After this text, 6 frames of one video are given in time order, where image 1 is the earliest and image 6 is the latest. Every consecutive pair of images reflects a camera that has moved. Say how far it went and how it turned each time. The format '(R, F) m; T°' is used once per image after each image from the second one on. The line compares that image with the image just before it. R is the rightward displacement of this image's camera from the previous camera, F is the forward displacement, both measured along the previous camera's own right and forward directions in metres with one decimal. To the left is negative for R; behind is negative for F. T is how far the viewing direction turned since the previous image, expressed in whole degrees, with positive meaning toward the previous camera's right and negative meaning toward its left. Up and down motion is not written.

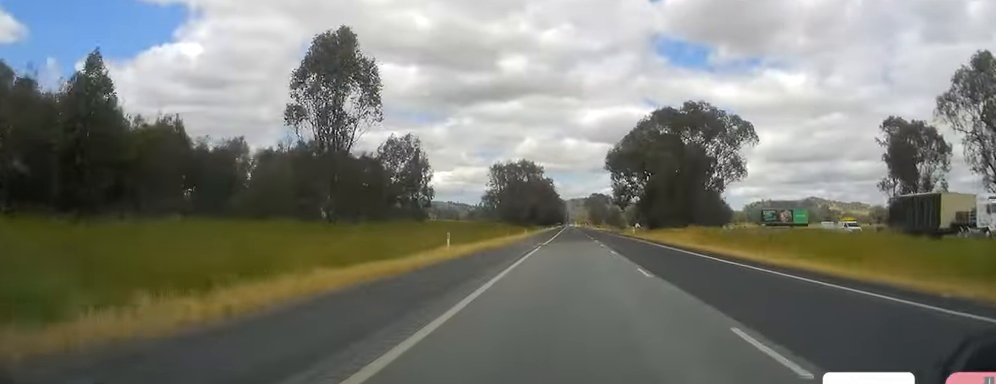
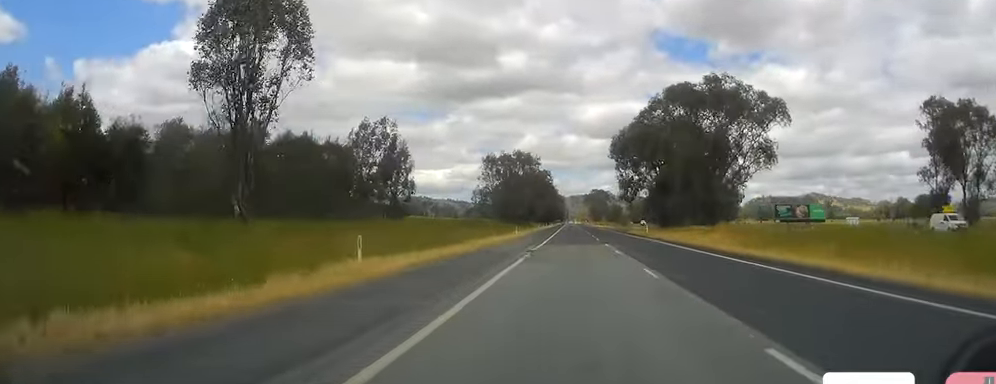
(-0.3, +13.6) m; 0°
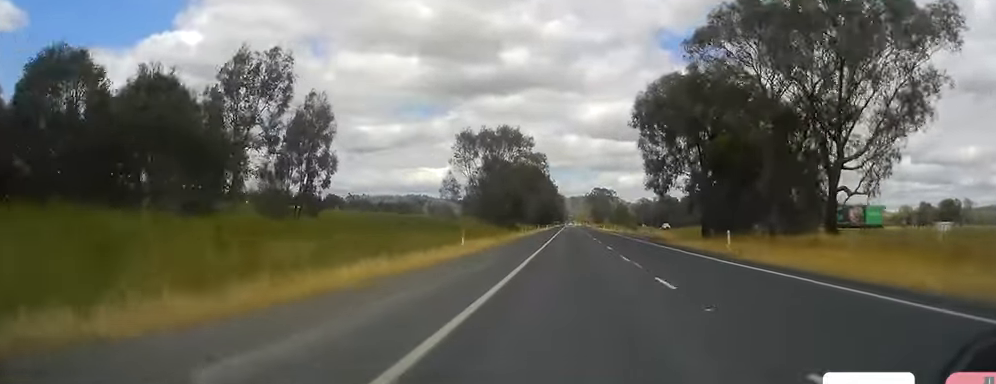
(+0.6, +35.0) m; 0°
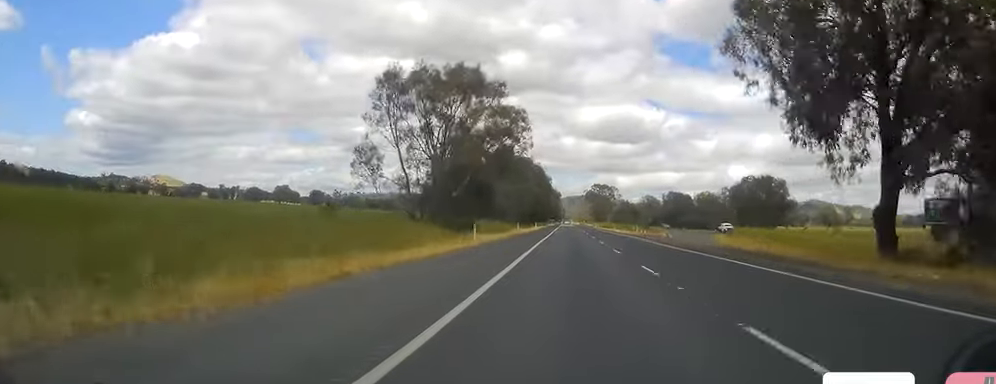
(-0.1, +44.9) m; +1°
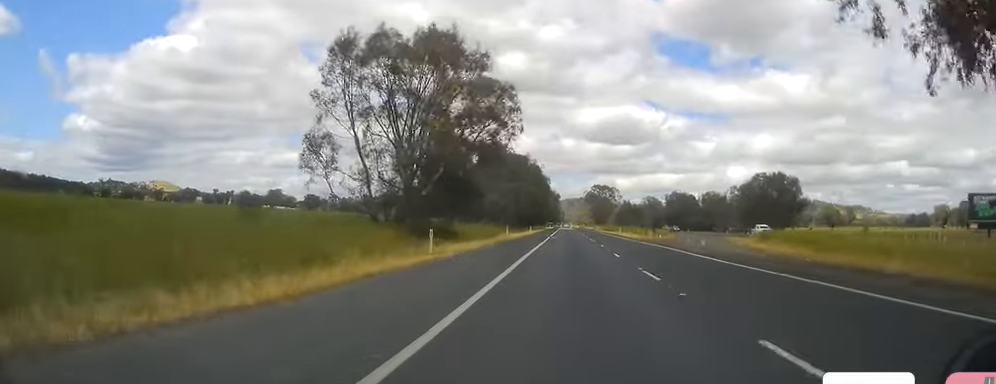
(+0.1, +12.8) m; 0°
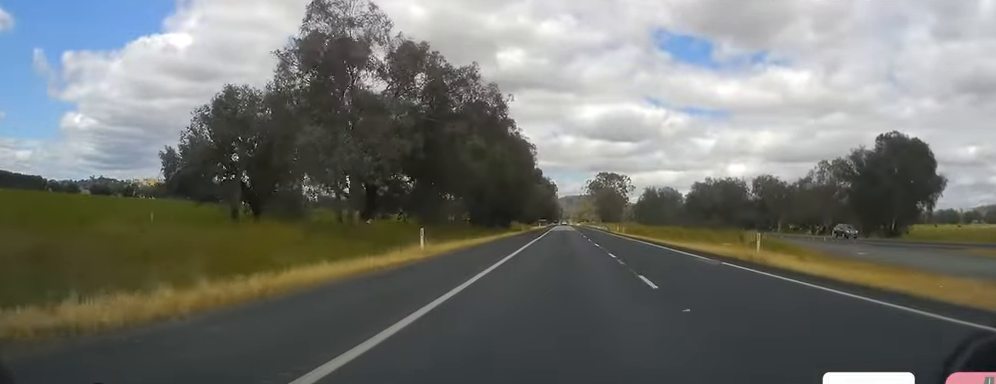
(+0.7, +74.1) m; +1°
